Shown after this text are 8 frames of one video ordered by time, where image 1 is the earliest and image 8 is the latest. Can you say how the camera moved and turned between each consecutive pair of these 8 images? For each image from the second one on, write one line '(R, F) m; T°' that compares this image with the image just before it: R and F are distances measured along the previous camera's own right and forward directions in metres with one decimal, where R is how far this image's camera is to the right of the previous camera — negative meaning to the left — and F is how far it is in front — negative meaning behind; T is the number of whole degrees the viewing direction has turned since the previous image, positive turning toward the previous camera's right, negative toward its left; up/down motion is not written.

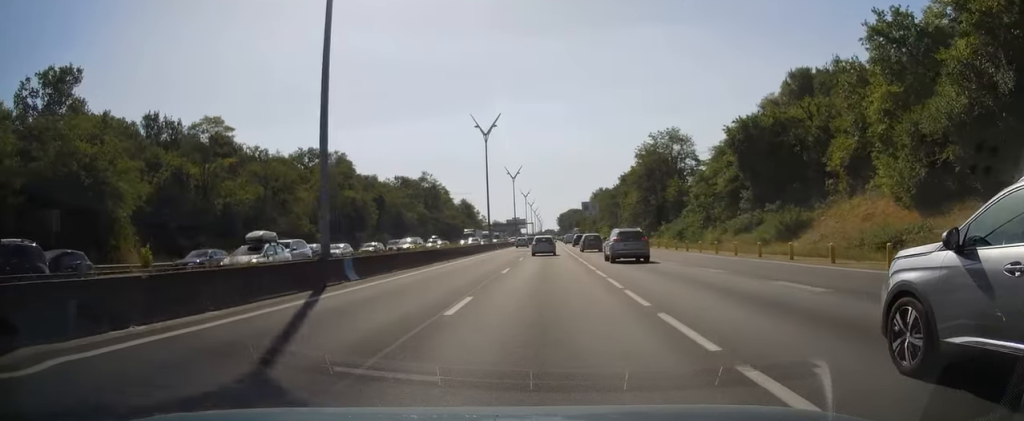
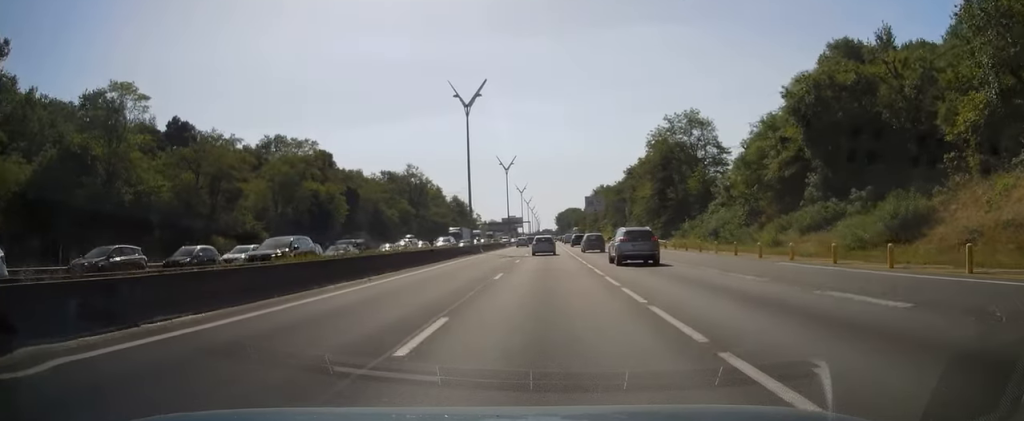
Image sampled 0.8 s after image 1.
(0.0, +16.5) m; 0°
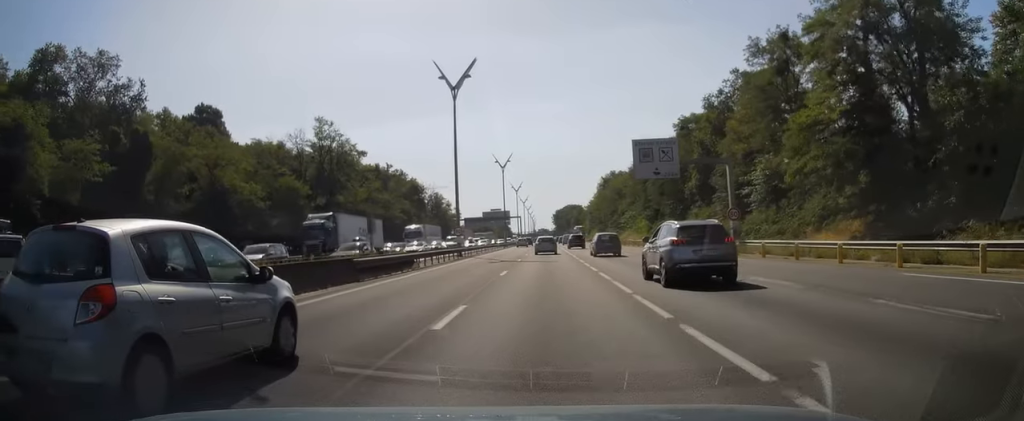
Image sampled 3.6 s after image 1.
(+0.8, +62.4) m; +1°
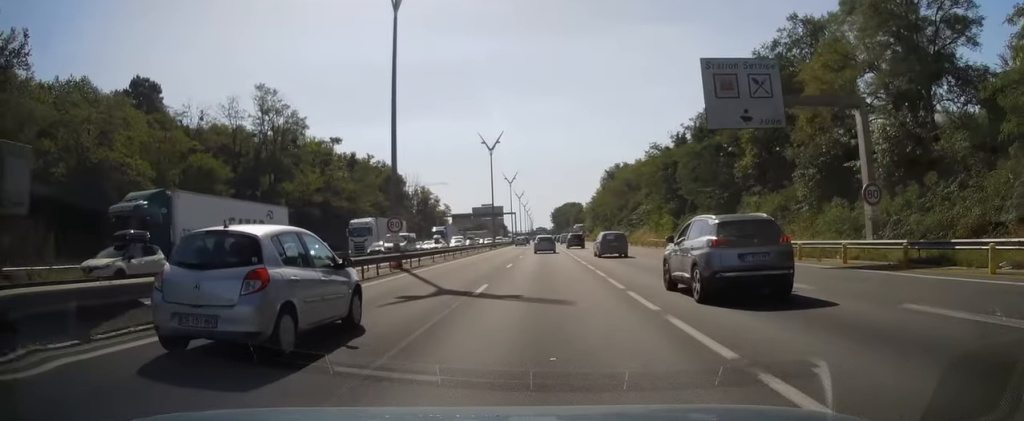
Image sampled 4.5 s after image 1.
(-0.2, +21.1) m; 0°
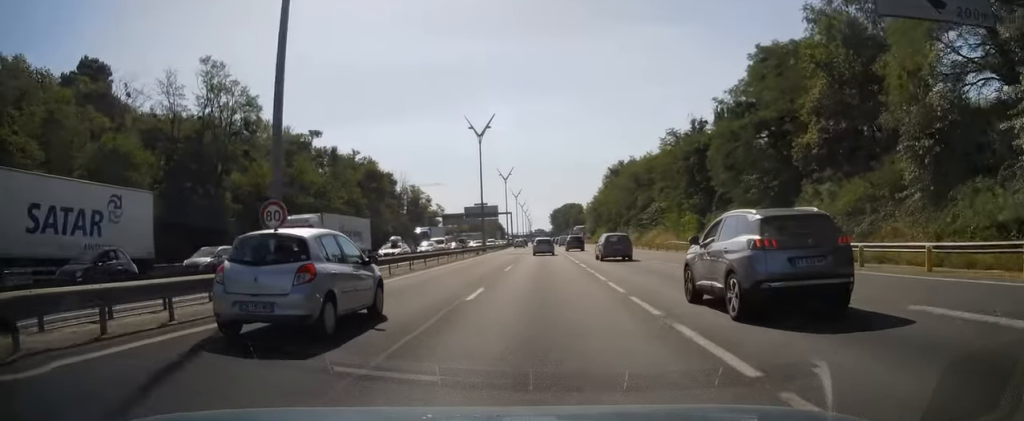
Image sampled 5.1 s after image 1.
(+0.2, +13.7) m; 0°
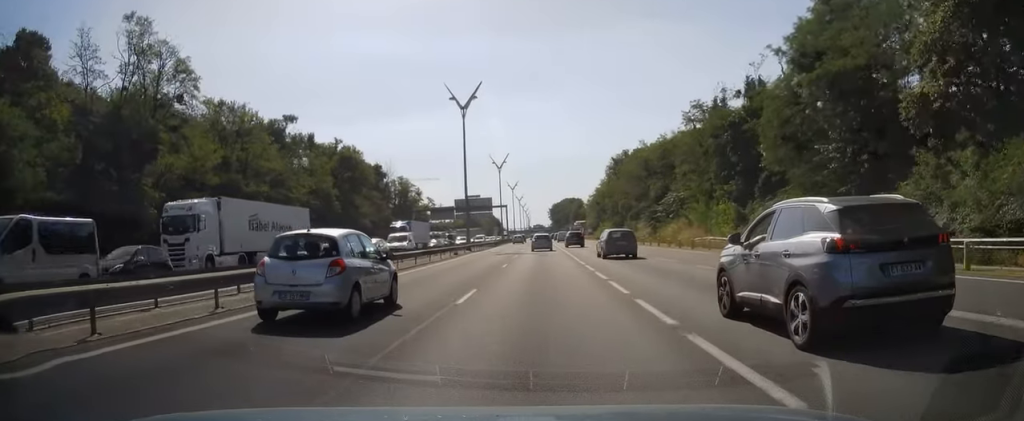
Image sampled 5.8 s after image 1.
(0.0, +14.1) m; 0°
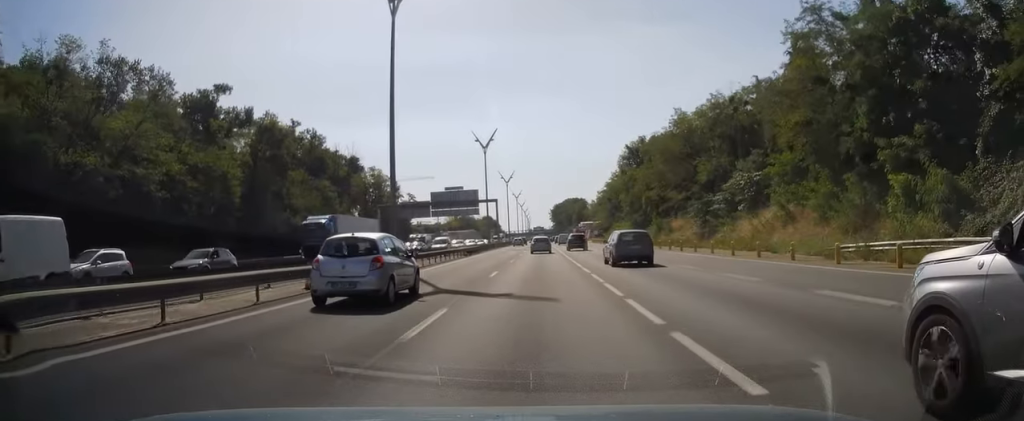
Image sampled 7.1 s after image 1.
(0.0, +29.6) m; 0°
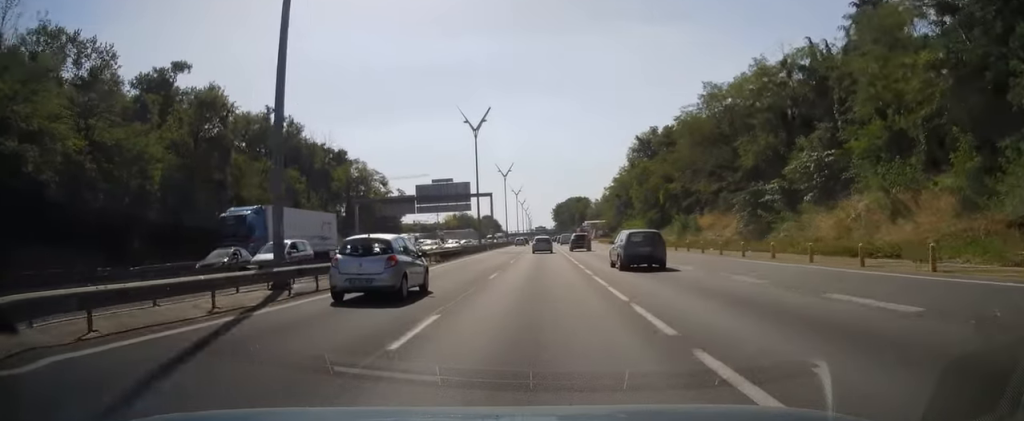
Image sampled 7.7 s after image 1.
(+0.1, +14.1) m; 0°
